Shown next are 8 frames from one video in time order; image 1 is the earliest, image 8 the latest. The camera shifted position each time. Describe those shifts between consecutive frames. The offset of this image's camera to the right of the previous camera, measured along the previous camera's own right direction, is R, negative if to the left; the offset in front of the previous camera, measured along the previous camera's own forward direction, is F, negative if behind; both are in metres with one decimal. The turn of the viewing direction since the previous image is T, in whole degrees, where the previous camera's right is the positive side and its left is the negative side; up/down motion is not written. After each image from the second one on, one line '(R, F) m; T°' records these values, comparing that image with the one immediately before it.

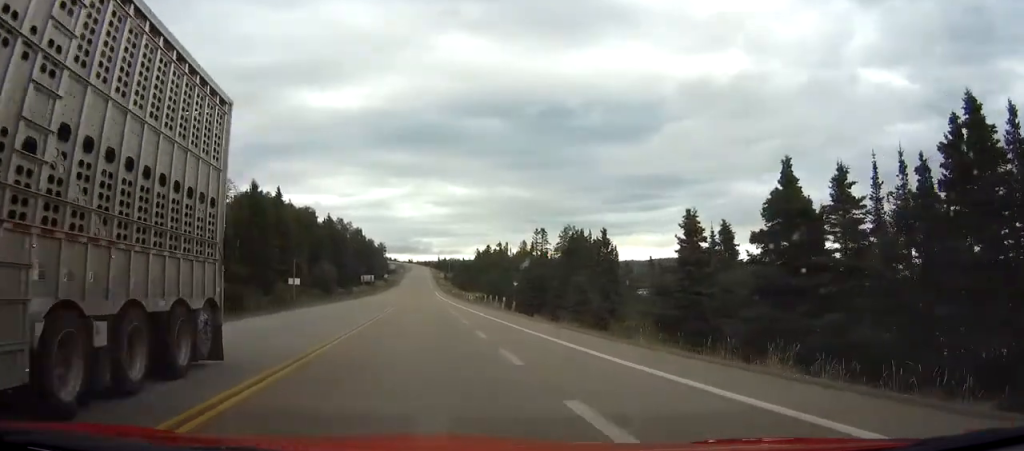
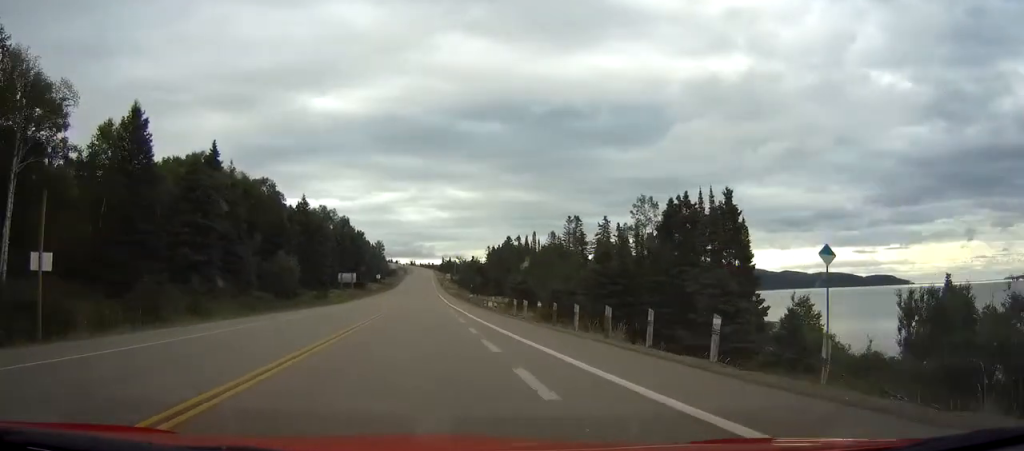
(-0.3, +37.1) m; 0°
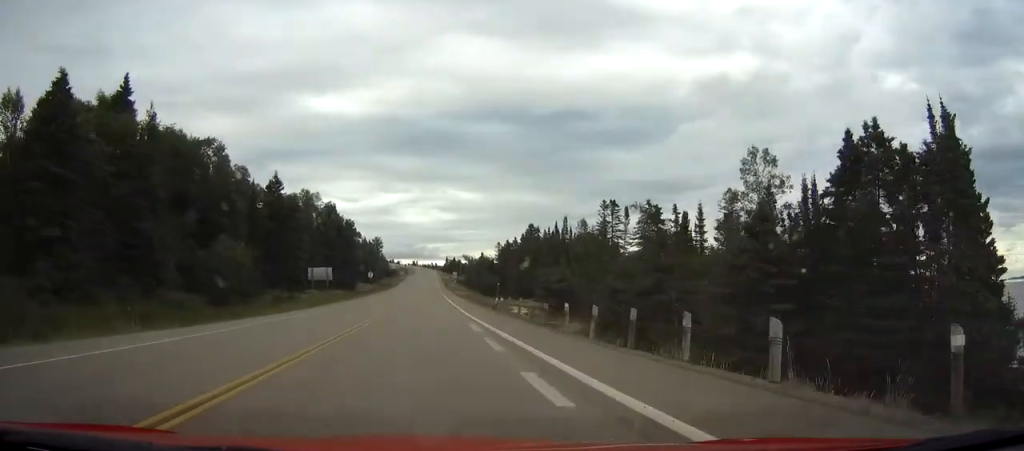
(+0.1, +25.4) m; 0°
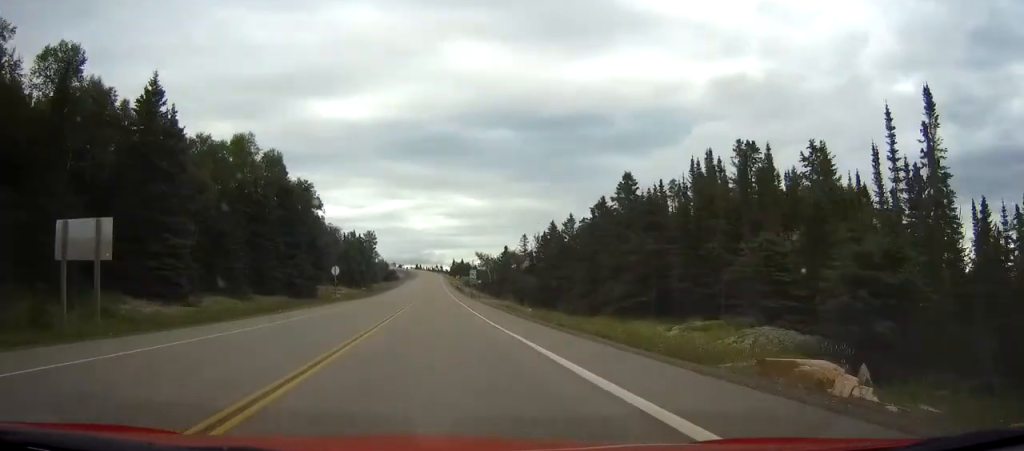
(-0.3, +49.3) m; 0°
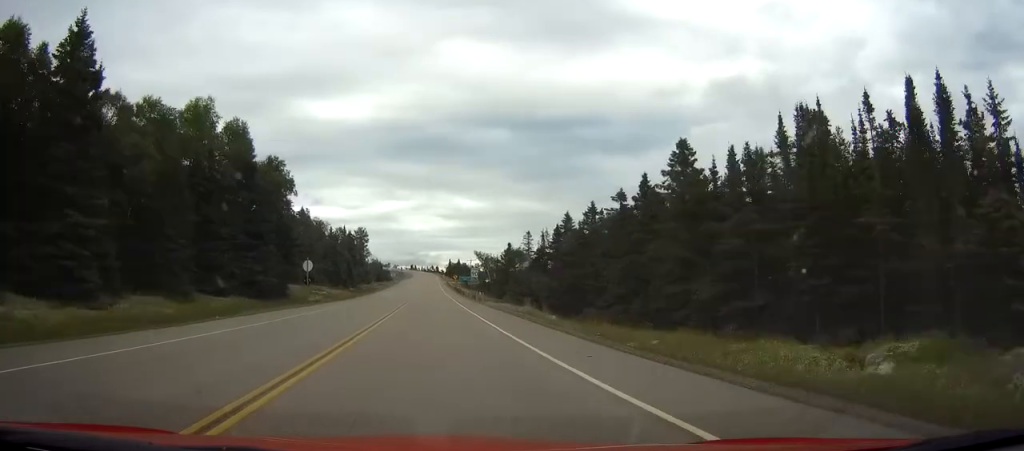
(+0.1, +13.6) m; 0°
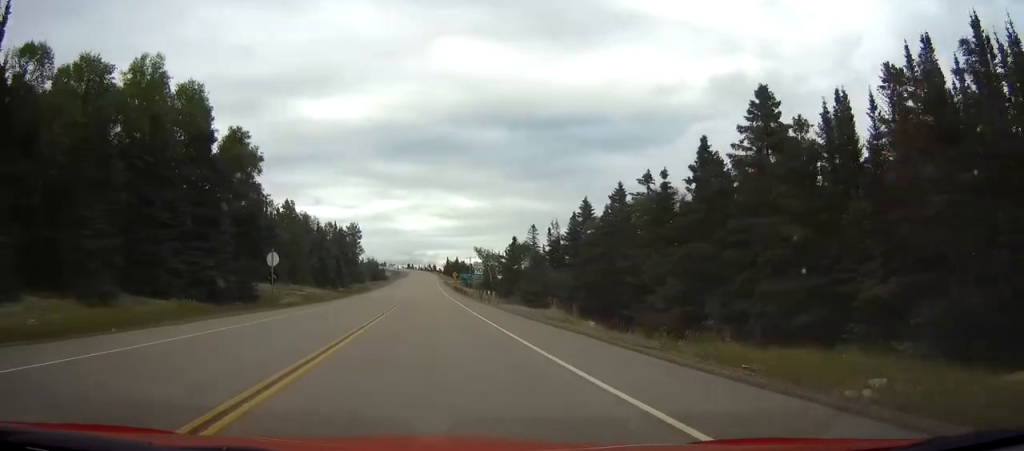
(0.0, +11.9) m; 0°
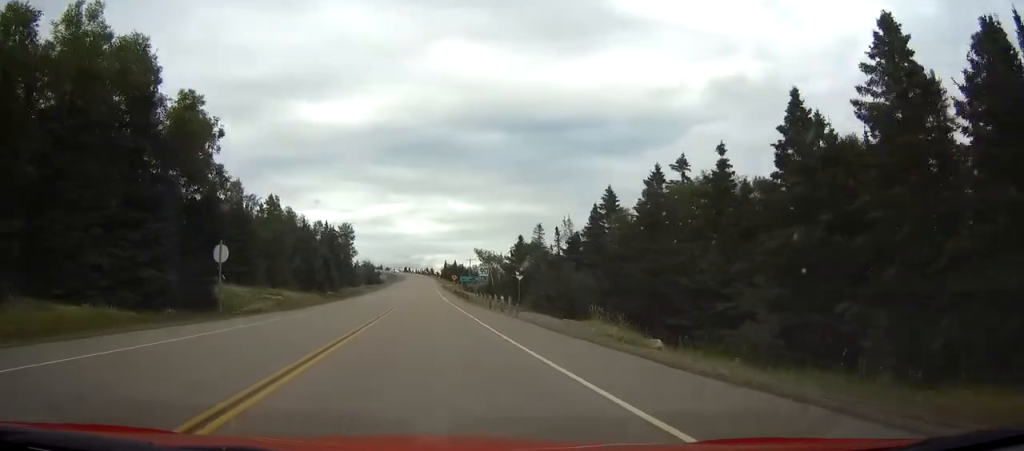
(+0.1, +11.2) m; 0°
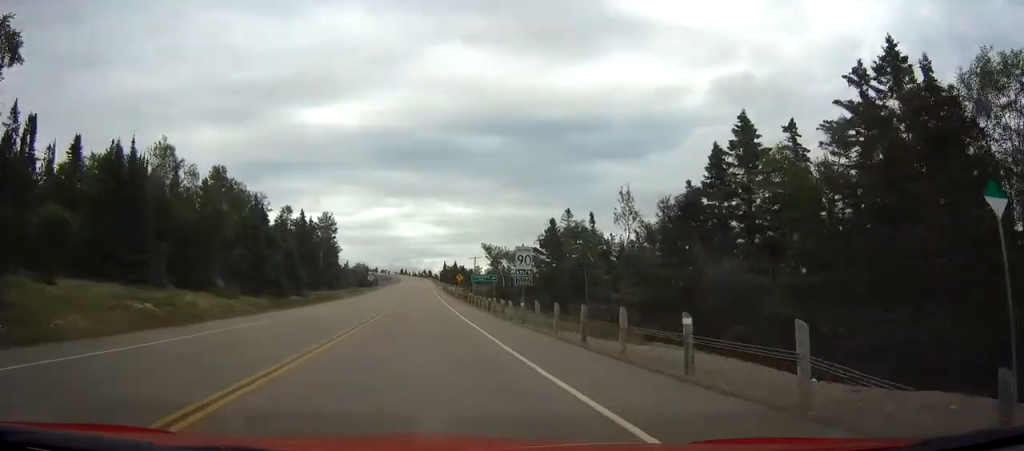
(+0.1, +29.5) m; 0°
